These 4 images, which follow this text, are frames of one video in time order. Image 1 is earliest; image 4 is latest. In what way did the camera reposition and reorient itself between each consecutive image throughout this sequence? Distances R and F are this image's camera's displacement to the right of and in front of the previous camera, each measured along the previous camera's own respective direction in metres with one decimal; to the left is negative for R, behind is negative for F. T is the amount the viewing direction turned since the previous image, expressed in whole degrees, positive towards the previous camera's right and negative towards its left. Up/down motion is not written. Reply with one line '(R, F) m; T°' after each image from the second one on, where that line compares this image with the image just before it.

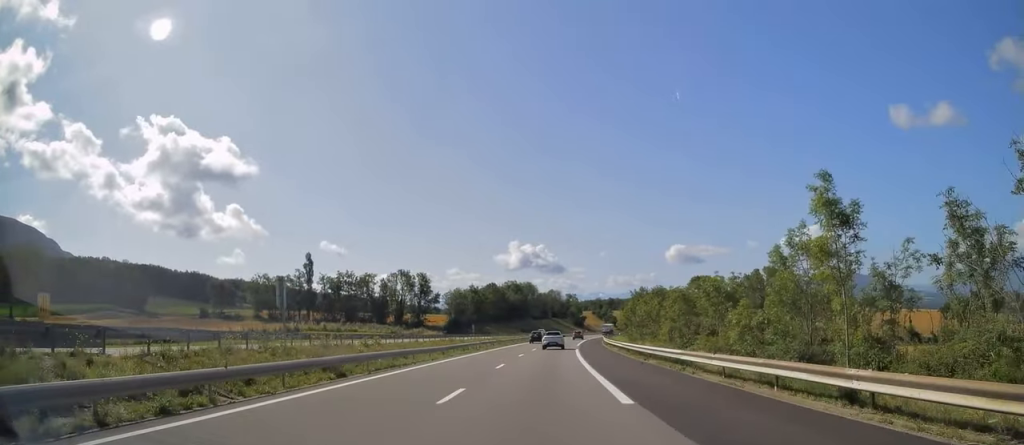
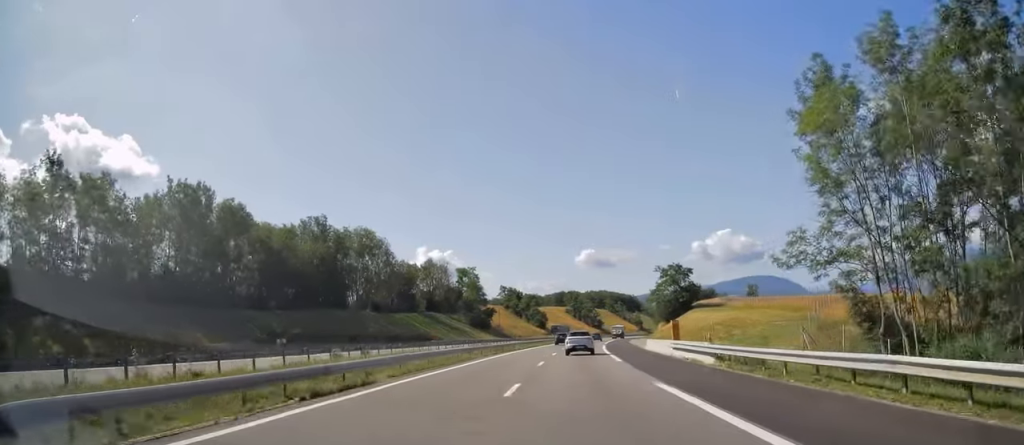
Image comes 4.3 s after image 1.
(+9.6, +139.1) m; +8°
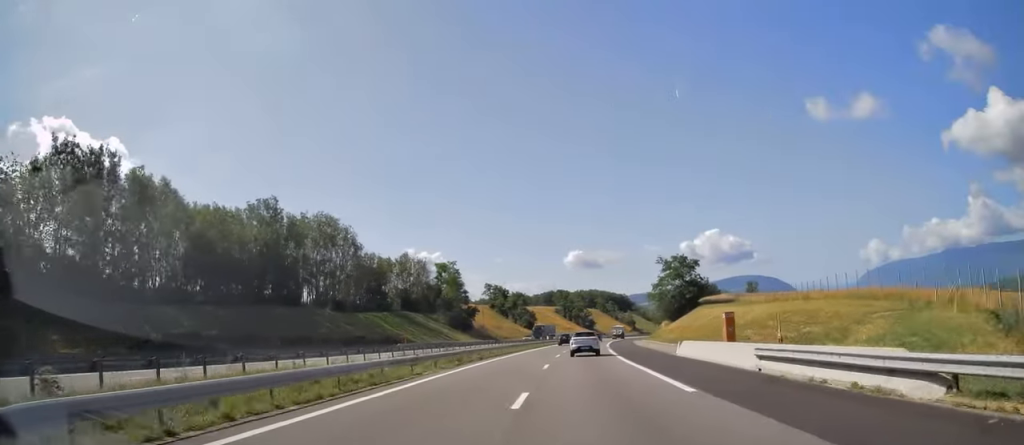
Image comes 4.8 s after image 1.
(0.0, +15.2) m; +1°
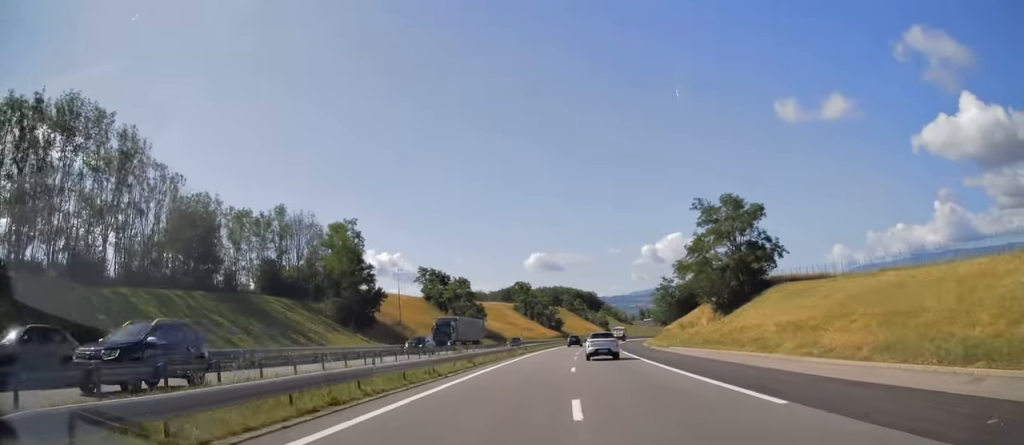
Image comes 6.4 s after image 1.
(+1.8, +53.0) m; +4°
